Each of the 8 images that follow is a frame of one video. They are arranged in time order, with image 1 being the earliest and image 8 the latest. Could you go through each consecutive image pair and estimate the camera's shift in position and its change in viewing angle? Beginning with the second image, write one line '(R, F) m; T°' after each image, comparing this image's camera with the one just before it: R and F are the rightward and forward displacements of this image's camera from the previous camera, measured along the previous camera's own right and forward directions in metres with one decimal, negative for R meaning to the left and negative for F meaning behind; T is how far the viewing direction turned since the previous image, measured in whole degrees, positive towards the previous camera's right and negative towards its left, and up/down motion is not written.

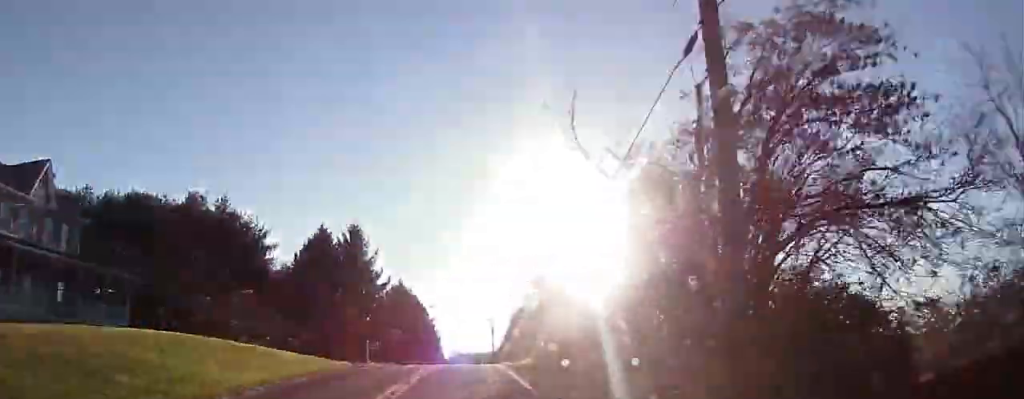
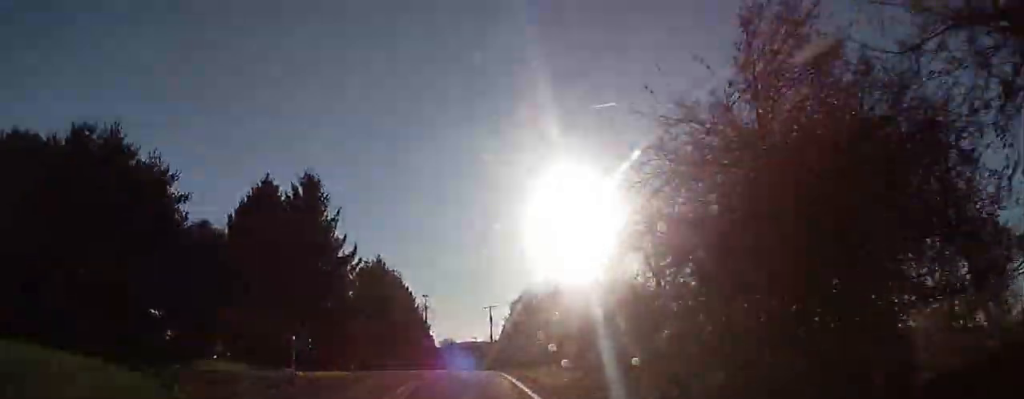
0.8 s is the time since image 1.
(0.0, +18.8) m; -1°
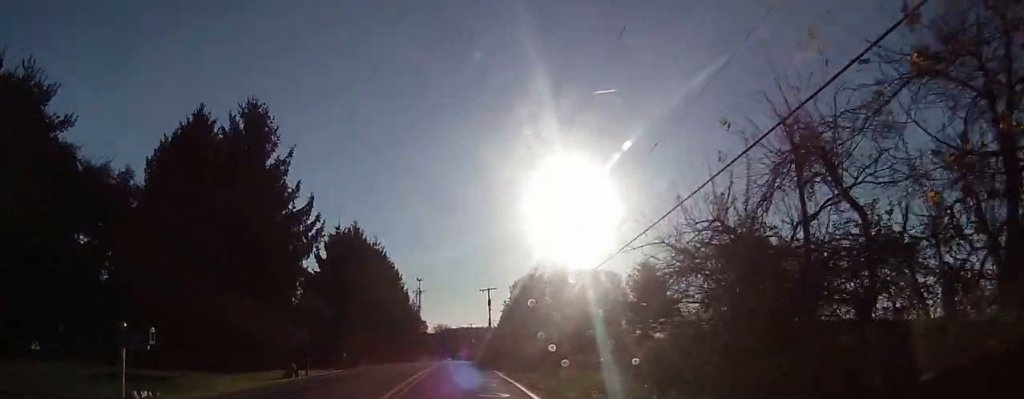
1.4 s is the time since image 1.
(-0.2, +13.9) m; 0°
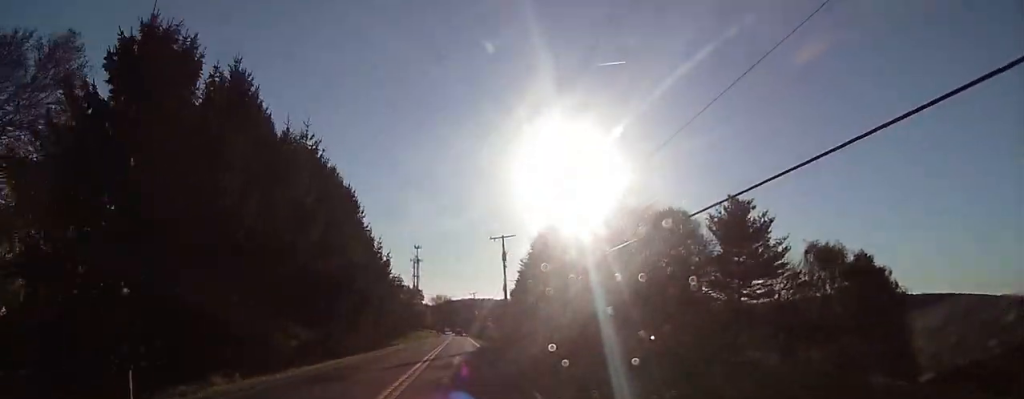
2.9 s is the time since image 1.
(+0.4, +34.8) m; +1°
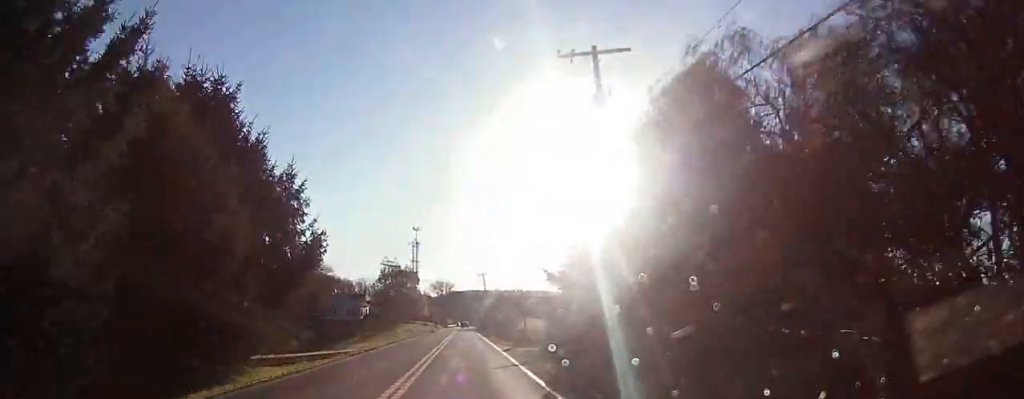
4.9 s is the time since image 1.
(-0.1, +46.1) m; -1°
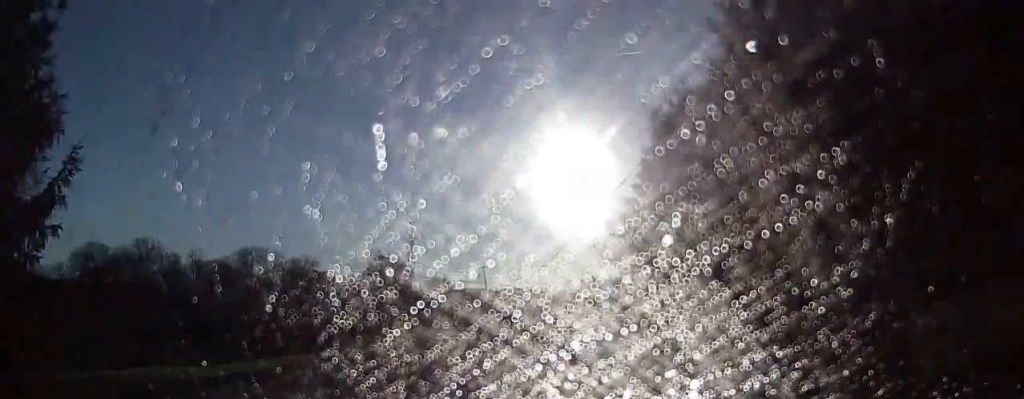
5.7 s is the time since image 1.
(0.0, +17.2) m; 0°
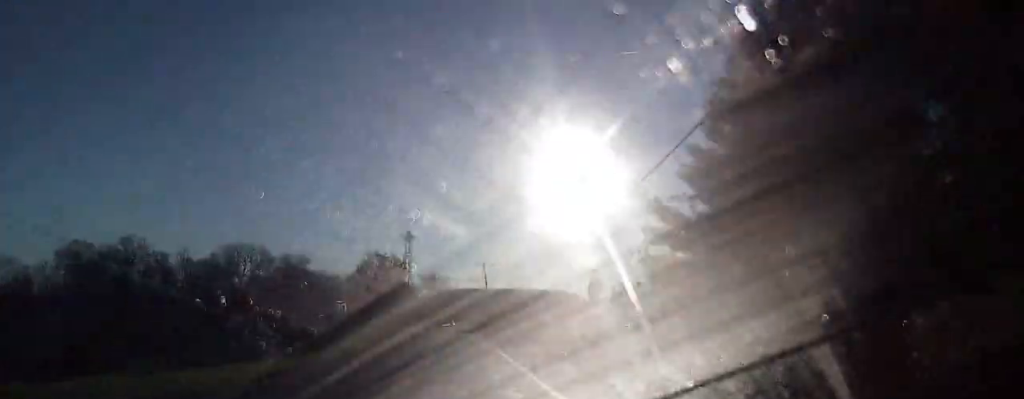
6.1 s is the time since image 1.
(0.0, +10.3) m; 0°
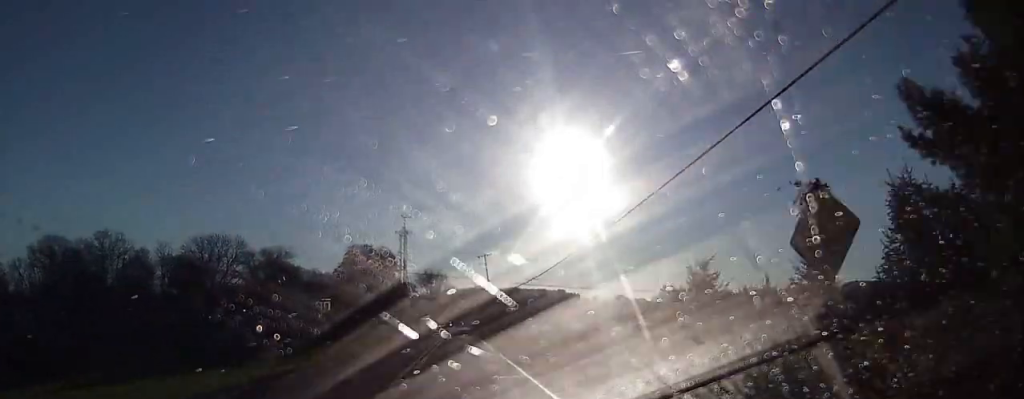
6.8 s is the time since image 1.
(-0.1, +13.9) m; +1°
